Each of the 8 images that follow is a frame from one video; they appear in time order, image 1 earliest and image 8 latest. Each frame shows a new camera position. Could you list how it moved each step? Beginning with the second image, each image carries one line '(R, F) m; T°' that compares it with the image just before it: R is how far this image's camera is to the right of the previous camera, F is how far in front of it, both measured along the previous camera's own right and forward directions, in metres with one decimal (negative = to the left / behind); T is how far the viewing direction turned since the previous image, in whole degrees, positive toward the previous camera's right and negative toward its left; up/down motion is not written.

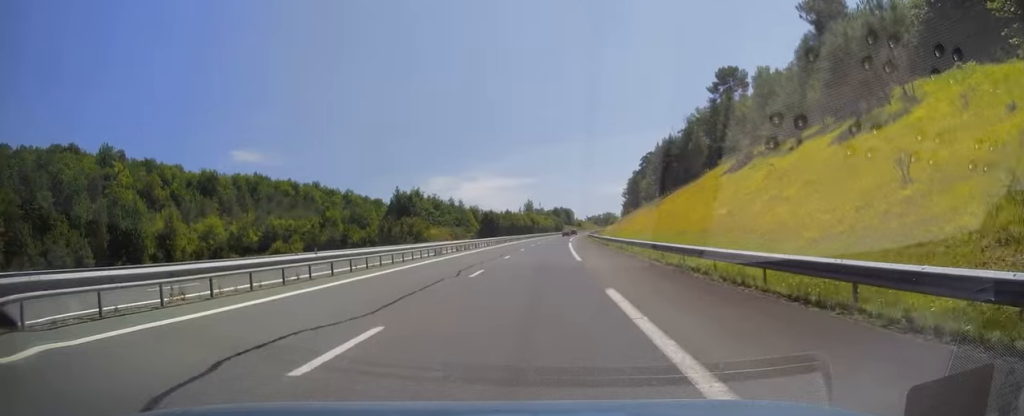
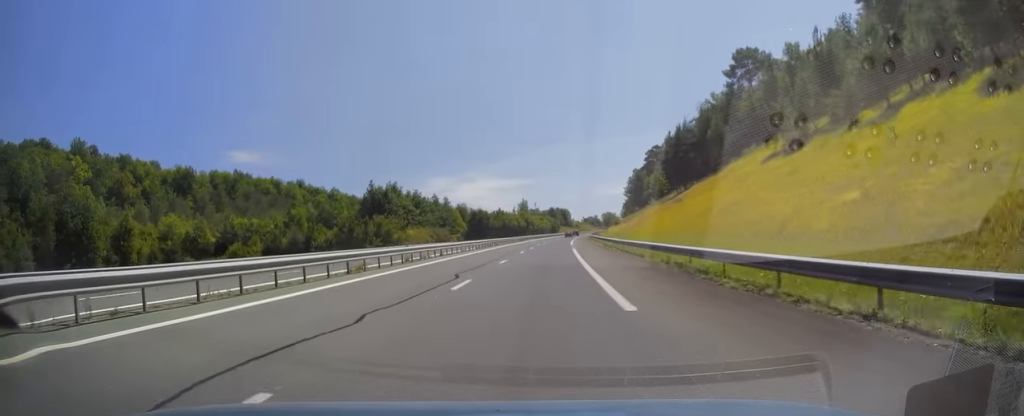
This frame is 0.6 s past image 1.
(+0.2, +16.6) m; 0°
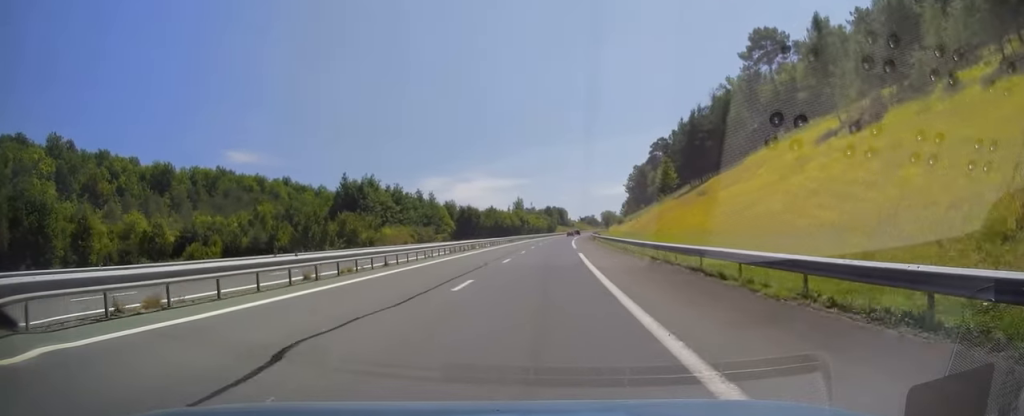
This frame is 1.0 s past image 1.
(+0.1, +13.2) m; 0°
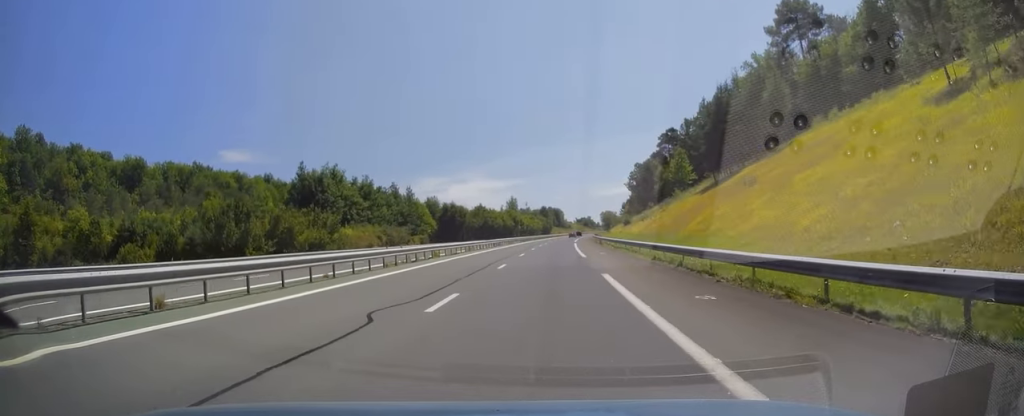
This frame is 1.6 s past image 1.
(0.0, +16.6) m; 0°
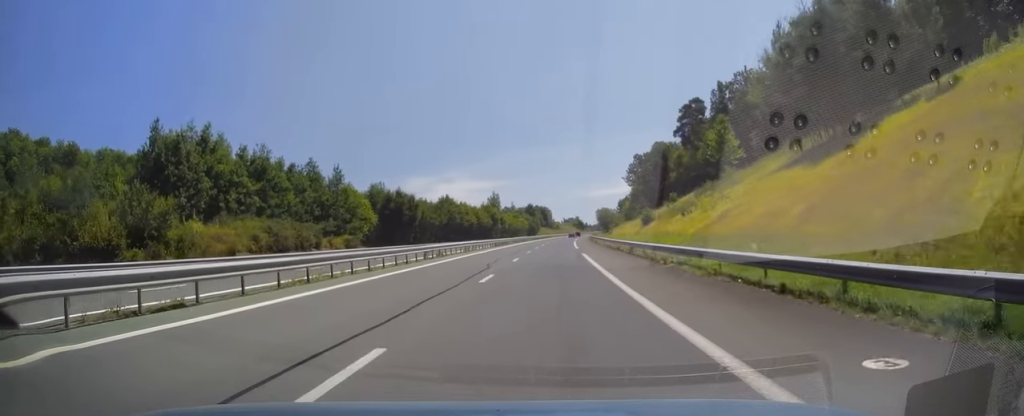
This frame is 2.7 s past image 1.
(+0.1, +32.2) m; +1°
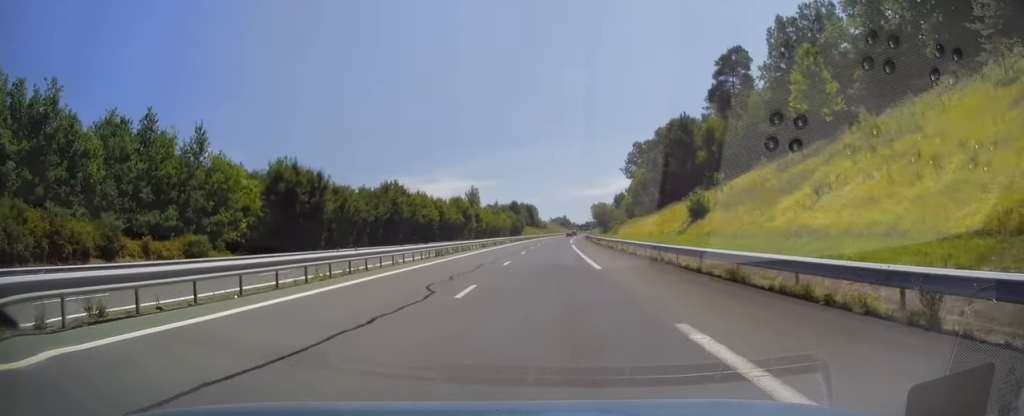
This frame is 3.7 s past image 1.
(+0.4, +29.8) m; +1°
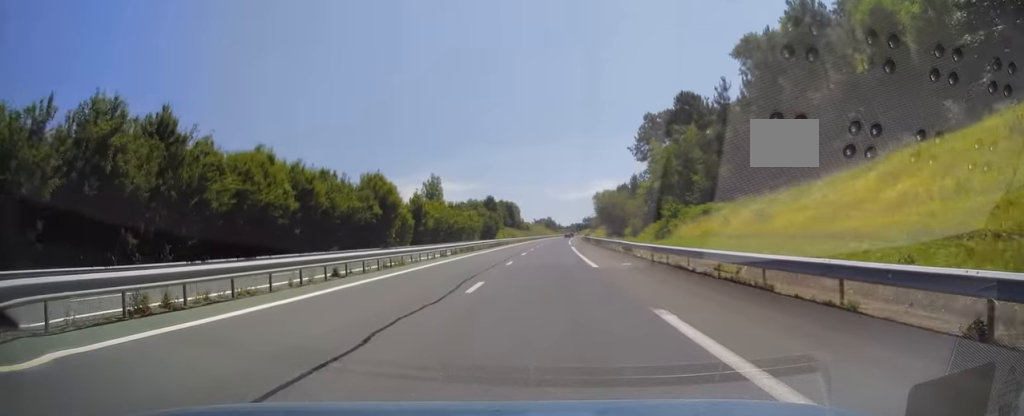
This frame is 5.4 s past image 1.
(+0.6, +49.9) m; +2°
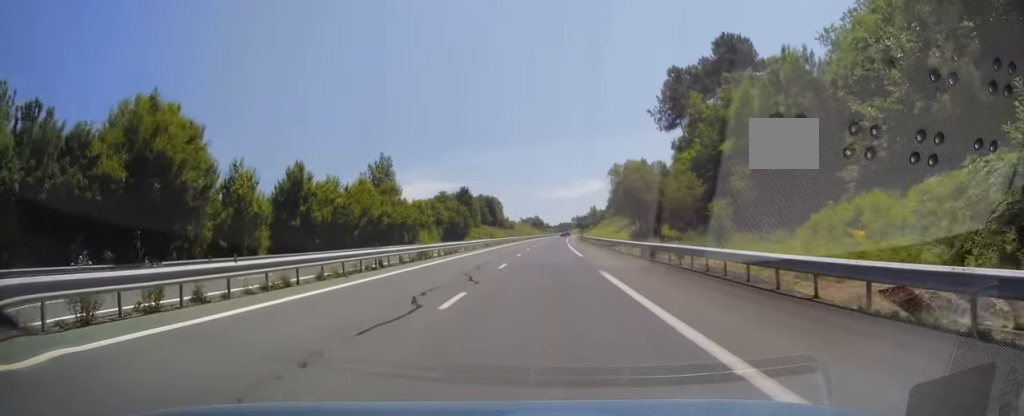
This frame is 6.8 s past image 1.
(+0.8, +41.8) m; +2°
